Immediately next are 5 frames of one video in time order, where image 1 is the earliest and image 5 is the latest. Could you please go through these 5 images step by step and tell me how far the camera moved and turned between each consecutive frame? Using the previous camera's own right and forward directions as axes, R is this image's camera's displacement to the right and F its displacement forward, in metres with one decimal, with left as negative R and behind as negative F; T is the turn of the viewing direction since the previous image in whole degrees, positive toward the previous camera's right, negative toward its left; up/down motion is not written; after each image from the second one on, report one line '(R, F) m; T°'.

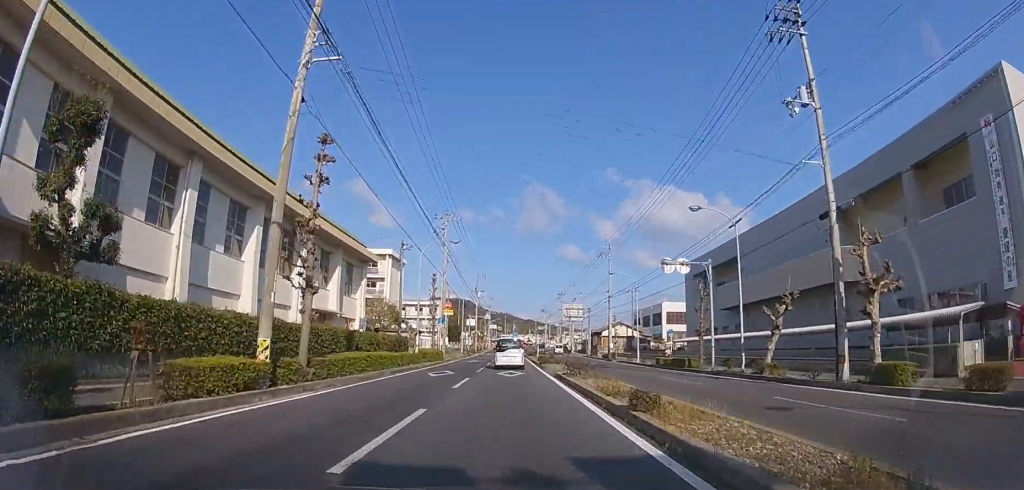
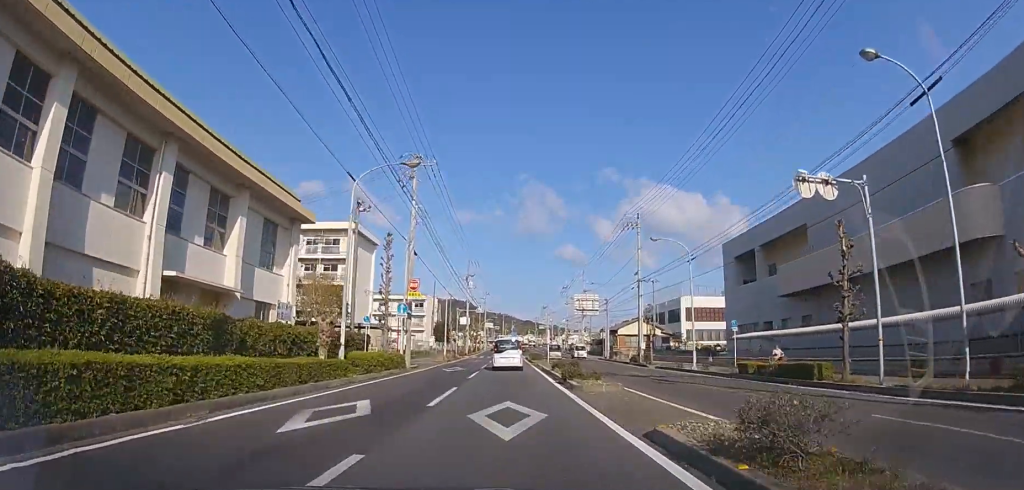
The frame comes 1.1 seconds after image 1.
(0.0, +14.0) m; 0°
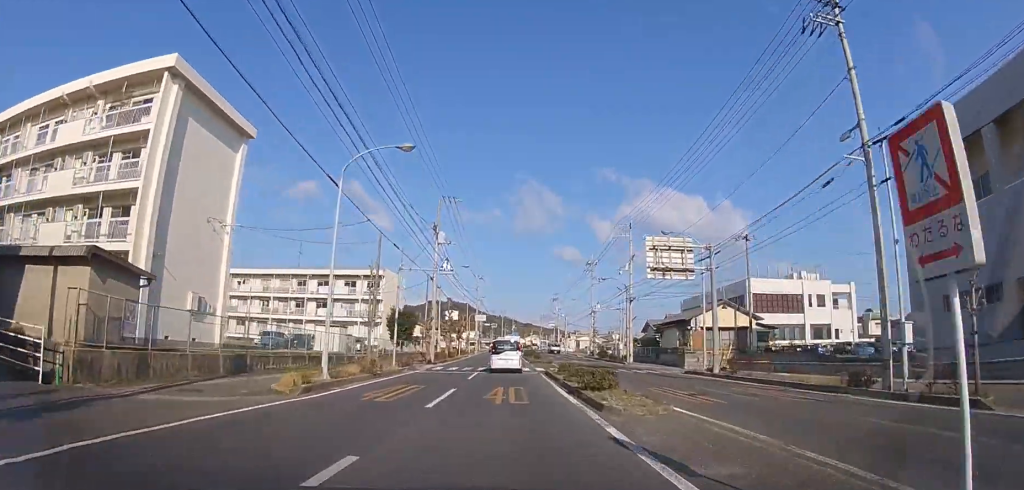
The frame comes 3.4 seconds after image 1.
(-0.1, +30.2) m; 0°
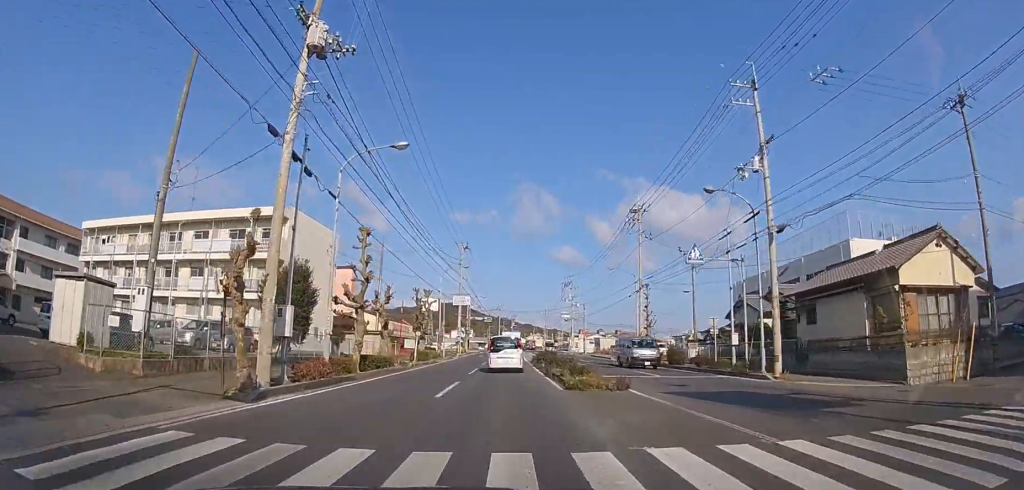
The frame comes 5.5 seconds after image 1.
(0.0, +26.4) m; 0°
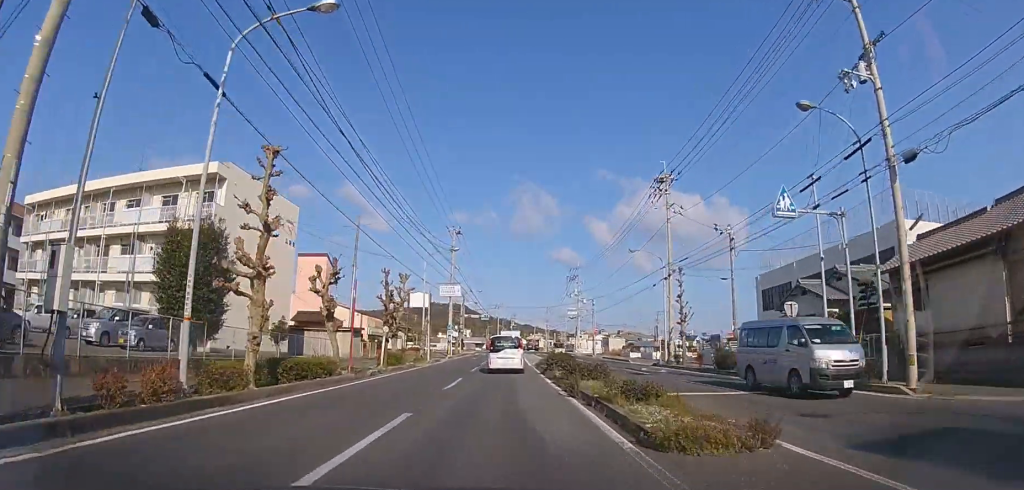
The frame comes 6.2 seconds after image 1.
(0.0, +8.0) m; 0°
